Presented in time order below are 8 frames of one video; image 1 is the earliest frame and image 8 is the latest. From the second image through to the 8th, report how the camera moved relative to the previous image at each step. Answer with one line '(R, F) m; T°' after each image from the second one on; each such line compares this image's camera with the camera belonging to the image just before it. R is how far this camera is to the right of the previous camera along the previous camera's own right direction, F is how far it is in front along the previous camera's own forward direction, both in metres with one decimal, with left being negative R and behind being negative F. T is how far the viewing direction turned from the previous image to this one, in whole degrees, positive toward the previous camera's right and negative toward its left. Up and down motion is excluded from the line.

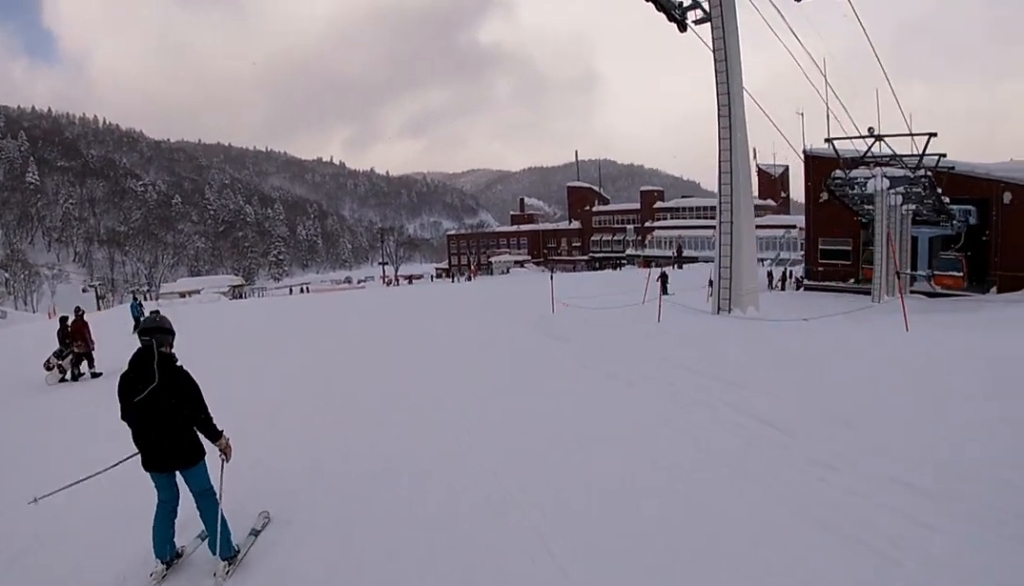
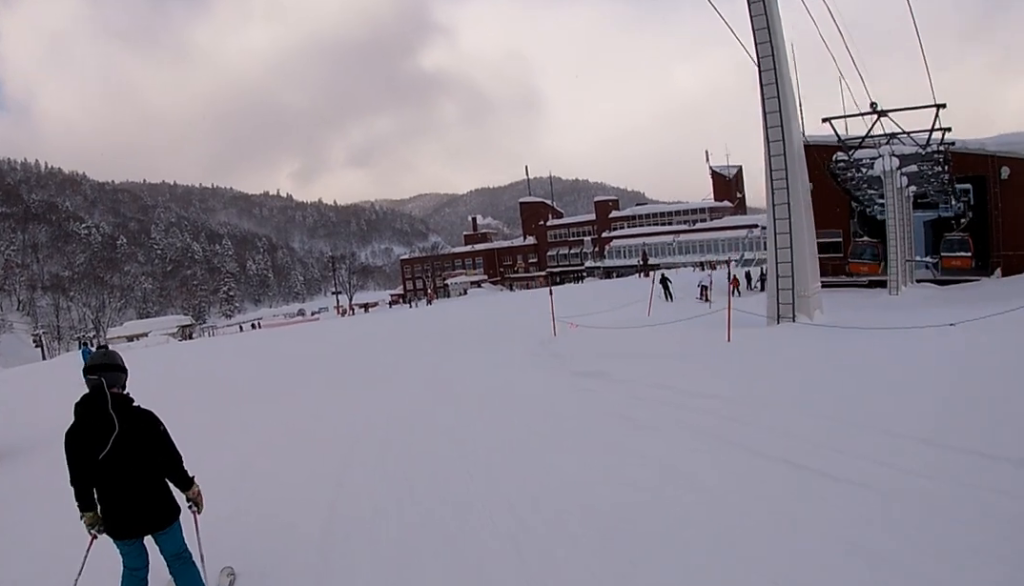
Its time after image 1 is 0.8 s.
(+0.2, +4.1) m; +6°
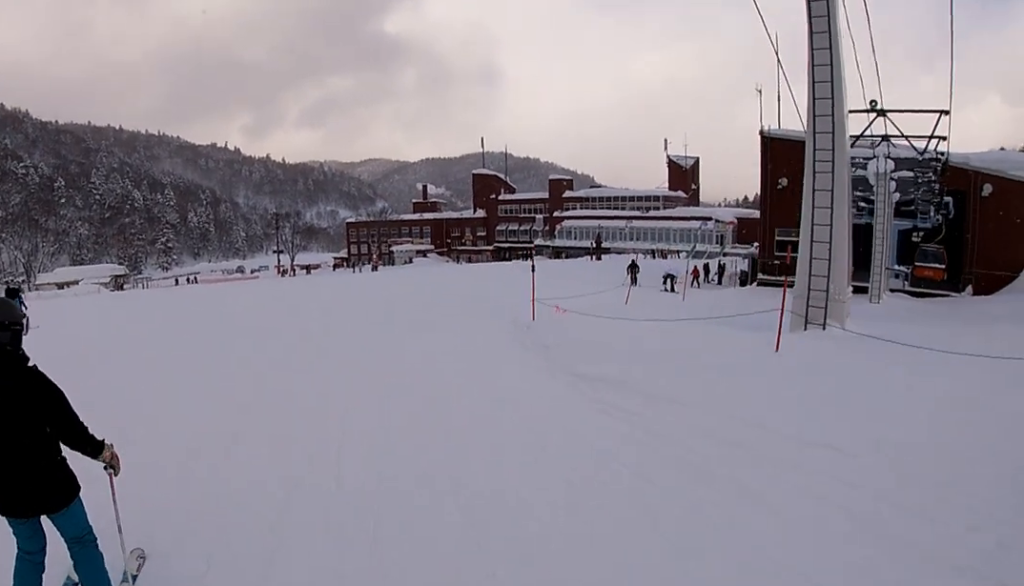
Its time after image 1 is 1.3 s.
(+0.1, +2.3) m; +4°
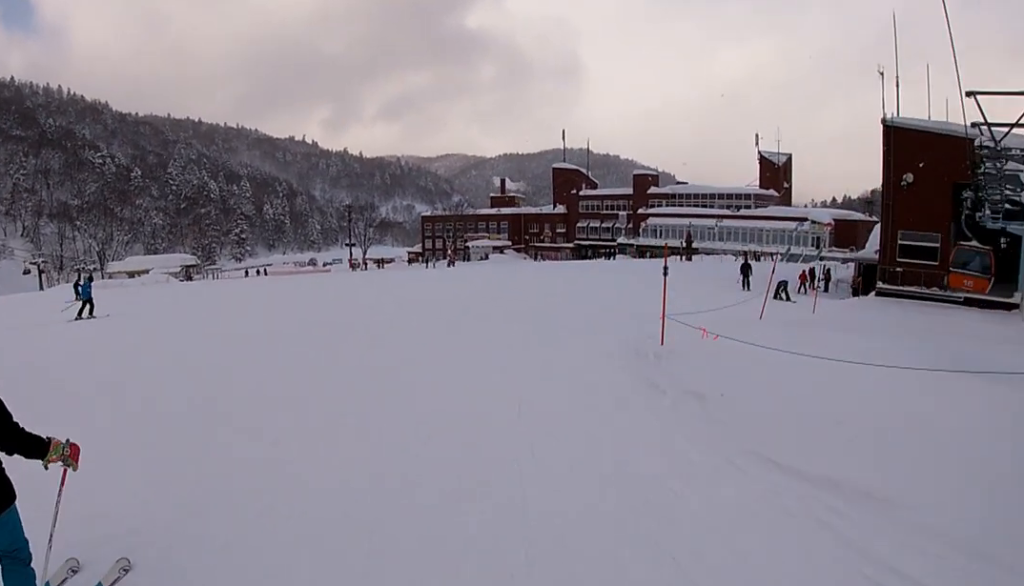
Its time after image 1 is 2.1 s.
(+0.1, +3.2) m; +2°
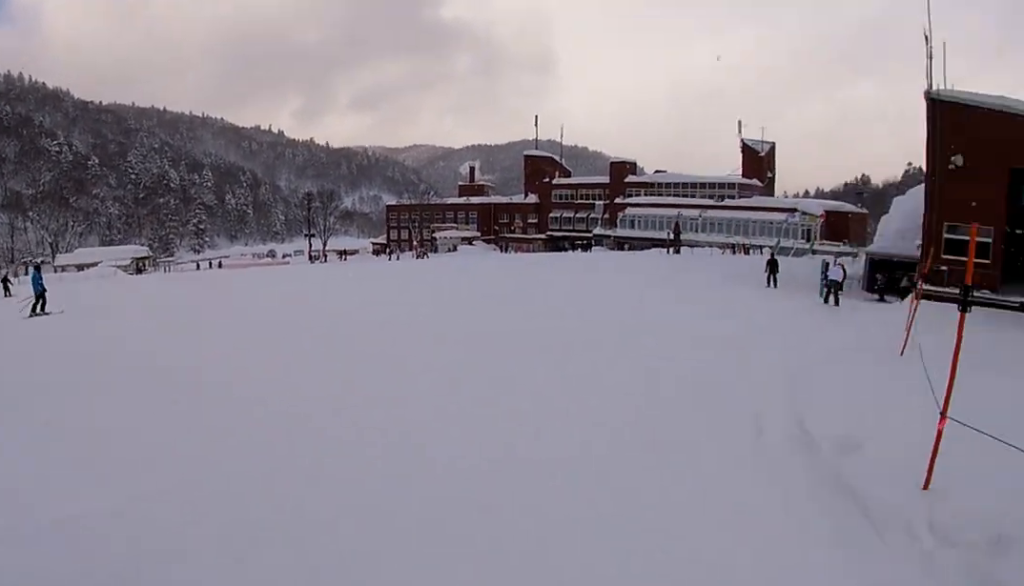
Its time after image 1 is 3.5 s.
(+0.1, +5.5) m; +5°
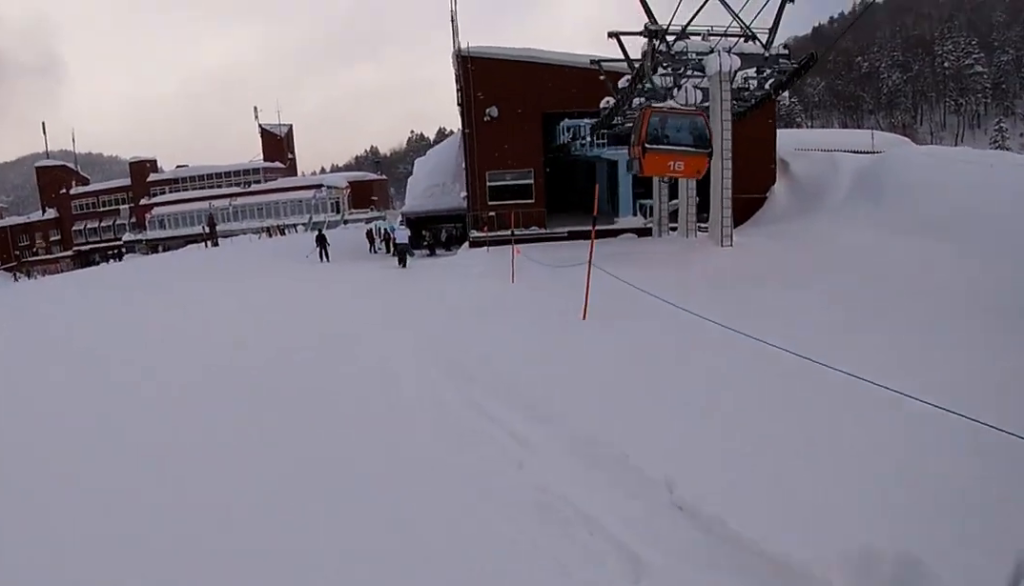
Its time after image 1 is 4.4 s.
(+0.2, +3.6) m; +25°
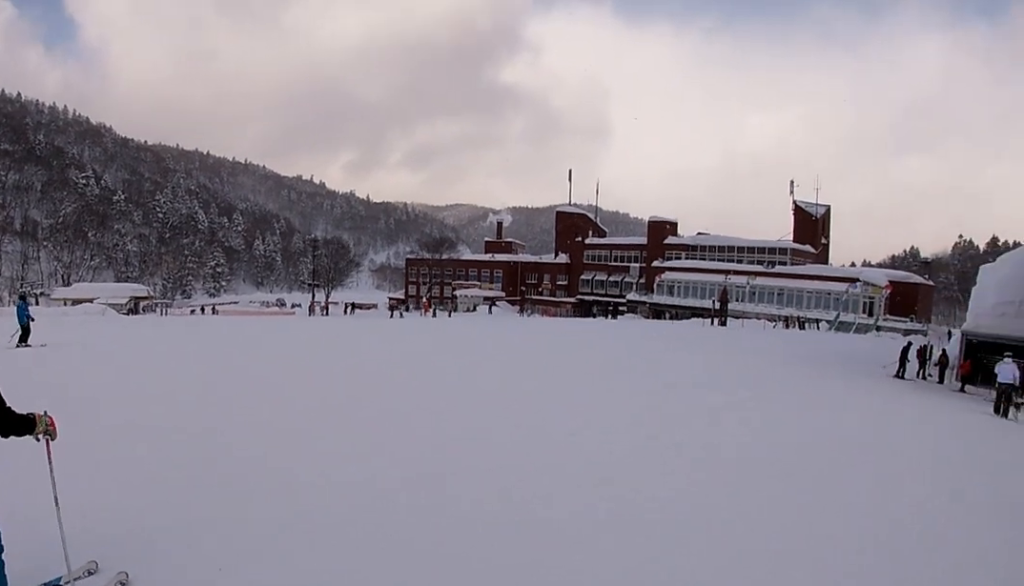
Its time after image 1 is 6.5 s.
(-0.7, +6.9) m; -46°
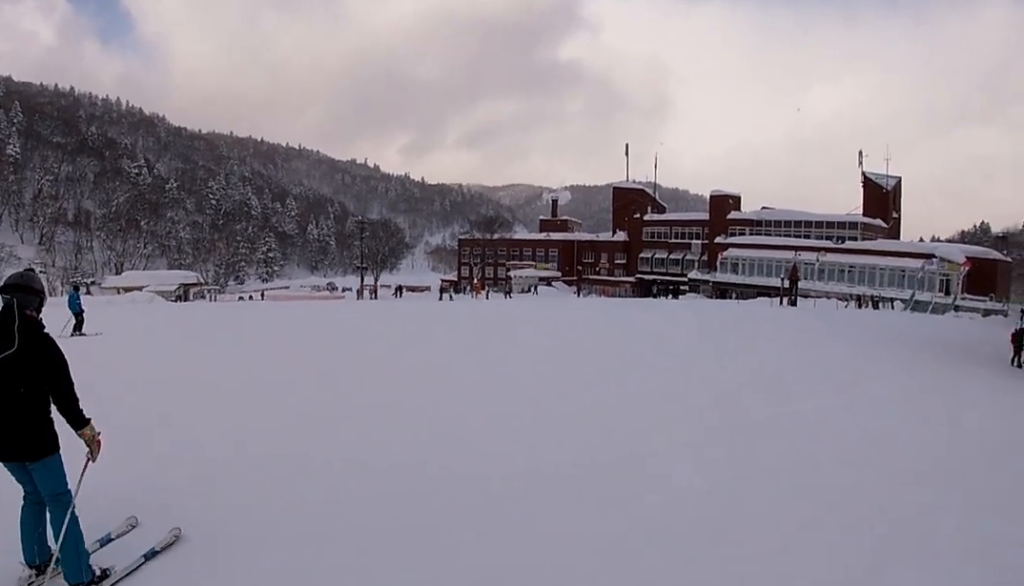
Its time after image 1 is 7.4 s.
(-0.8, +2.8) m; -2°
